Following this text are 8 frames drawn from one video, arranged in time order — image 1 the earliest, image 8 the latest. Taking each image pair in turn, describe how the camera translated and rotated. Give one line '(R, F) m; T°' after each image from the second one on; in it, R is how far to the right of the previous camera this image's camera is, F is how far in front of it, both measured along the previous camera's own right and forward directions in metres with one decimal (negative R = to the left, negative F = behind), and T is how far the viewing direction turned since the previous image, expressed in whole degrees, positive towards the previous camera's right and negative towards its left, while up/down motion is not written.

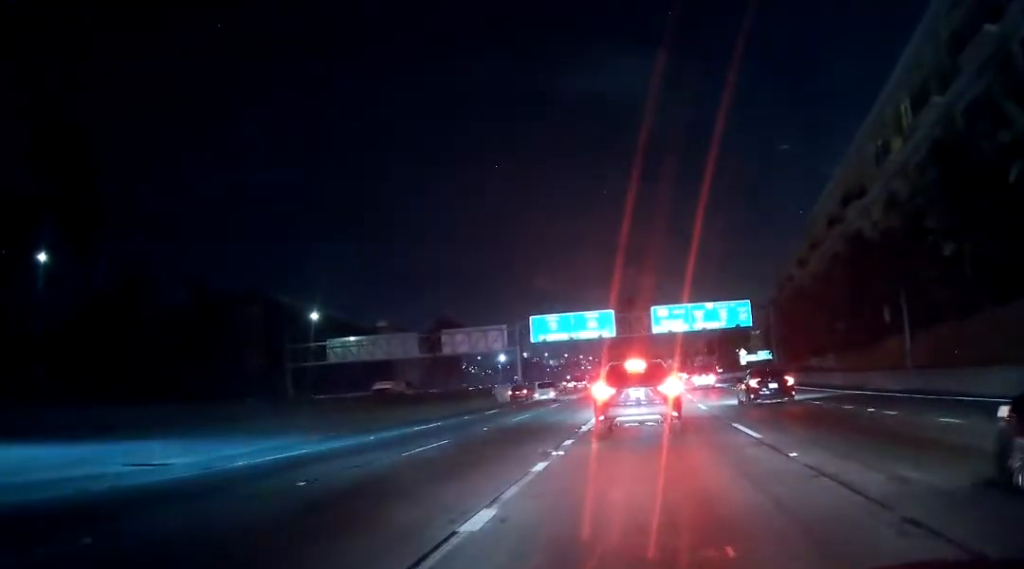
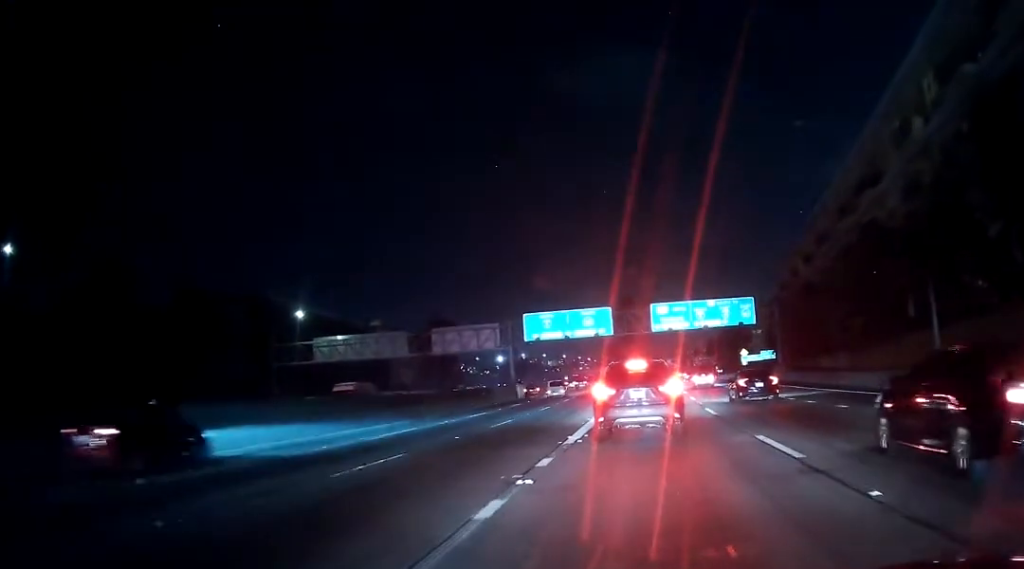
(0.0, +4.1) m; 0°
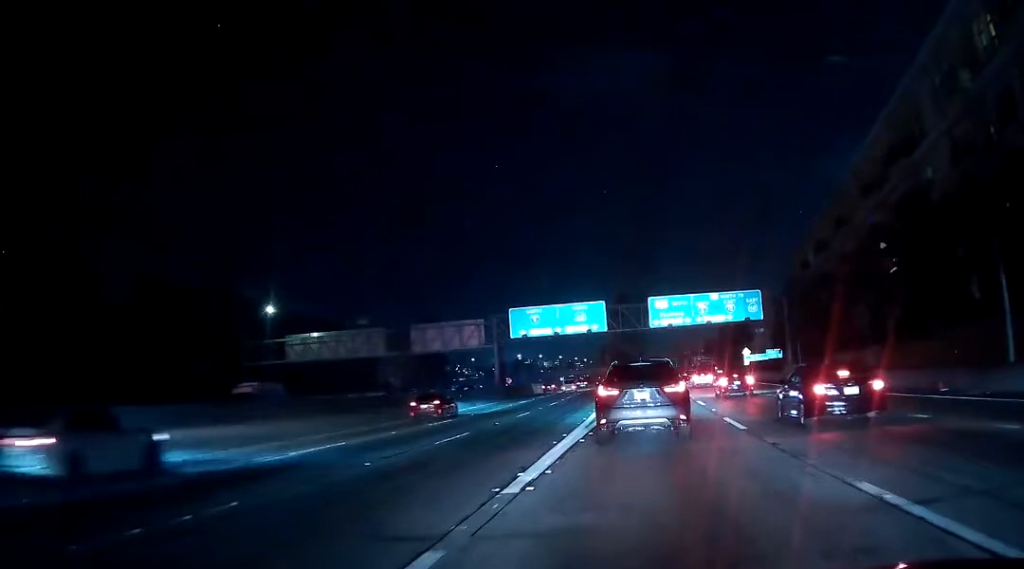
(0.0, +7.7) m; 0°
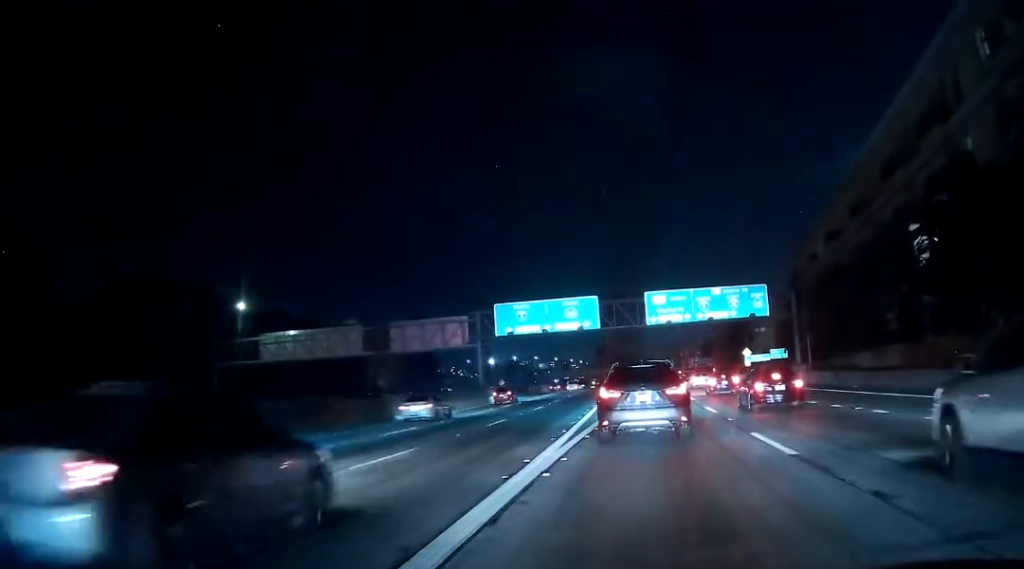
(-0.1, +6.1) m; +1°
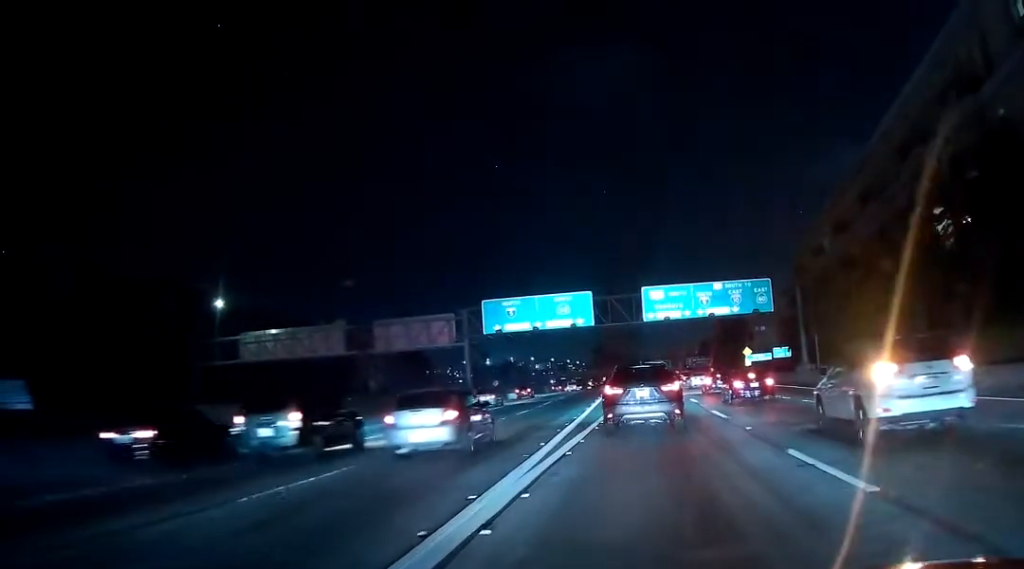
(+0.1, +4.3) m; +1°
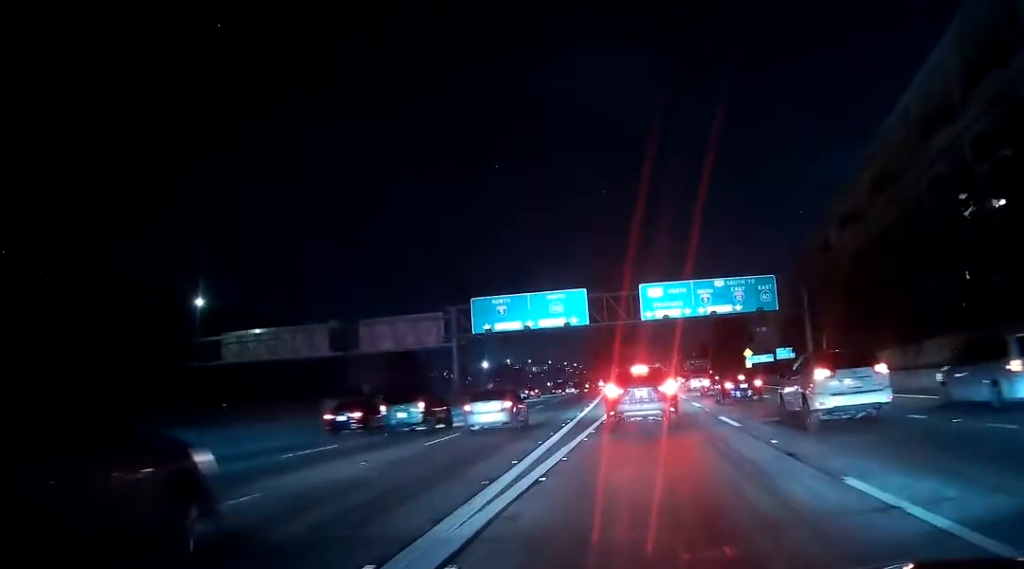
(-0.1, +4.0) m; 0°
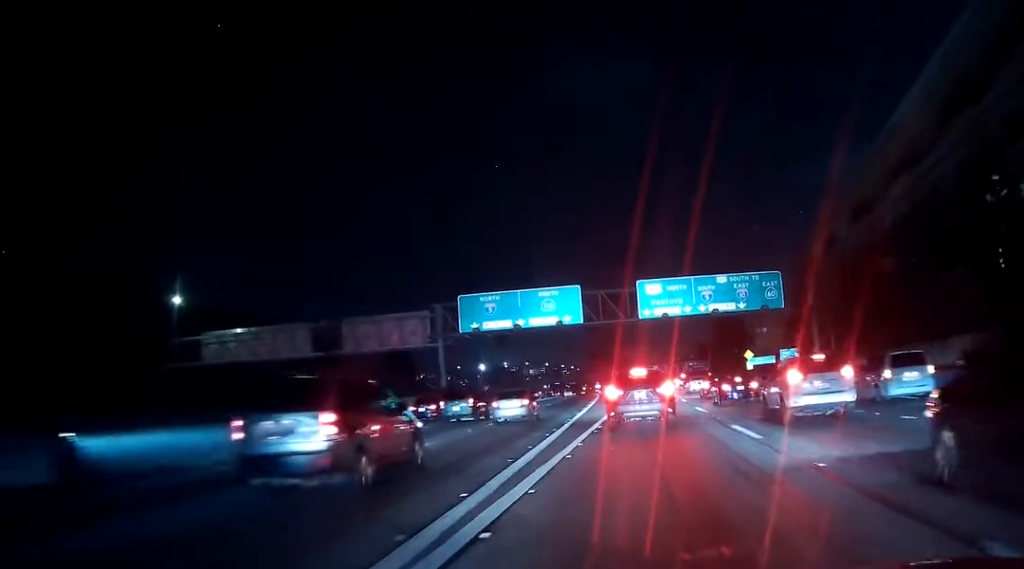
(0.0, +3.9) m; 0°
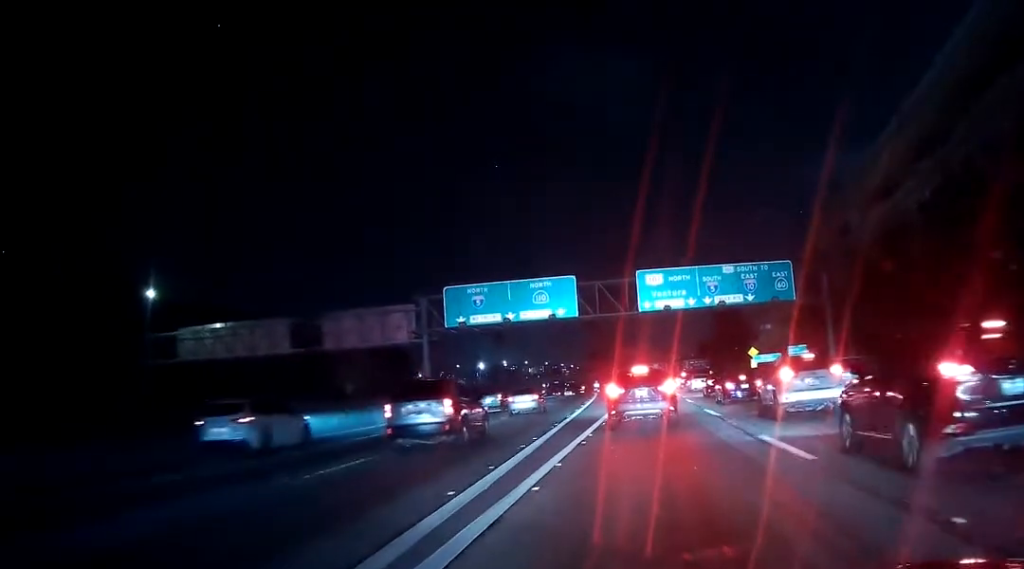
(0.0, +4.6) m; 0°
